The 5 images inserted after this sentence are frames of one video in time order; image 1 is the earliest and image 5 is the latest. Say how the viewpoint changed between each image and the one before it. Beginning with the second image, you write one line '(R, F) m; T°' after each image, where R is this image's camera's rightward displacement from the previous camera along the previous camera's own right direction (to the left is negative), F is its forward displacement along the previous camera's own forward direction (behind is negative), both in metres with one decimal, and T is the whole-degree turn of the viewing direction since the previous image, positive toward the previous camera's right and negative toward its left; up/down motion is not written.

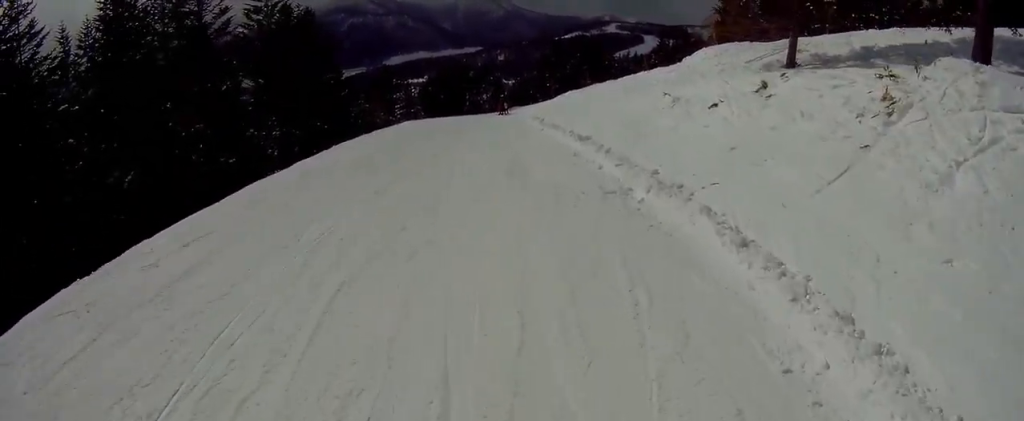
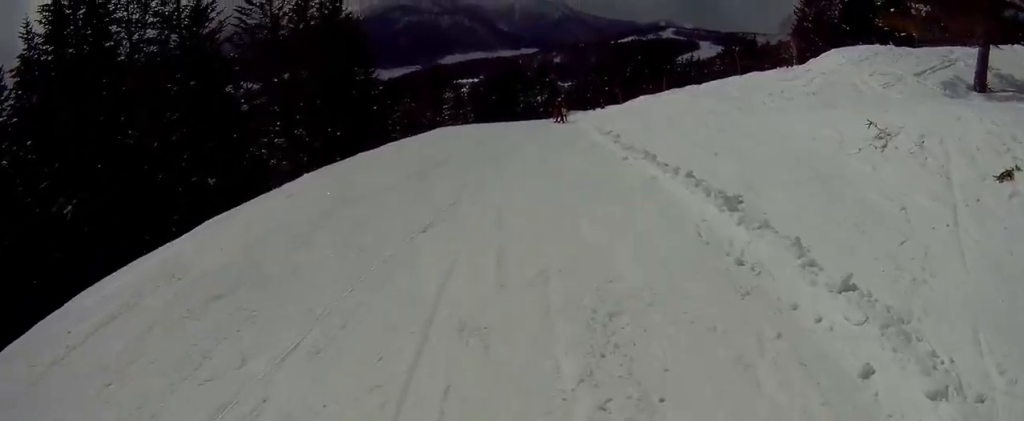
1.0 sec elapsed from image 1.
(+1.6, +7.6) m; +4°
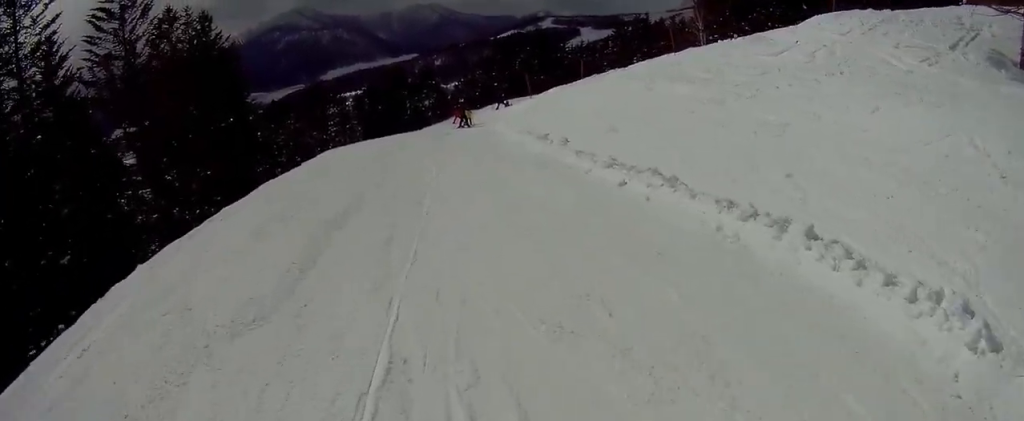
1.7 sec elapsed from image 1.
(-0.7, +5.0) m; -4°
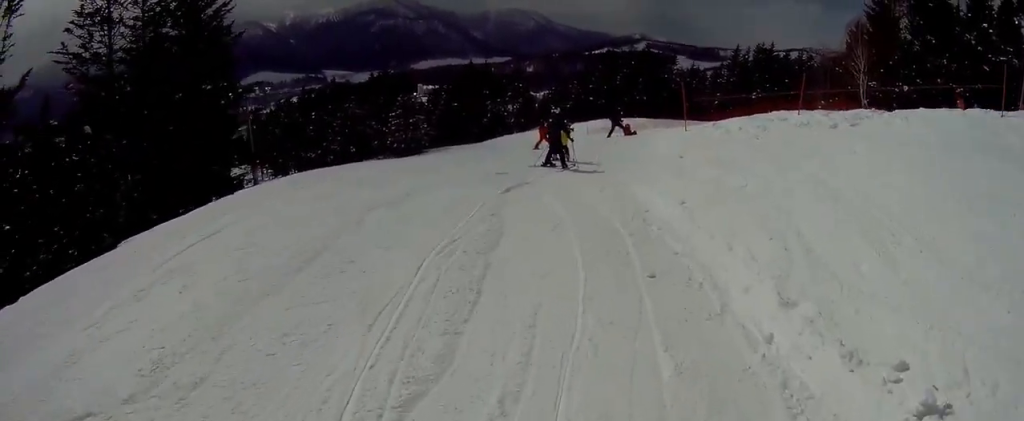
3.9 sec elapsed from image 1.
(+0.1, +14.7) m; -6°
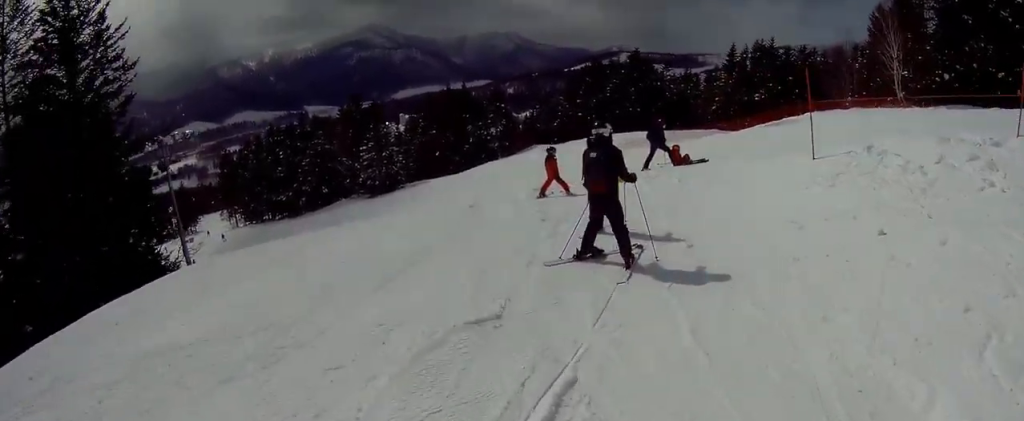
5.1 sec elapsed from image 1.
(-0.5, +8.3) m; +10°
